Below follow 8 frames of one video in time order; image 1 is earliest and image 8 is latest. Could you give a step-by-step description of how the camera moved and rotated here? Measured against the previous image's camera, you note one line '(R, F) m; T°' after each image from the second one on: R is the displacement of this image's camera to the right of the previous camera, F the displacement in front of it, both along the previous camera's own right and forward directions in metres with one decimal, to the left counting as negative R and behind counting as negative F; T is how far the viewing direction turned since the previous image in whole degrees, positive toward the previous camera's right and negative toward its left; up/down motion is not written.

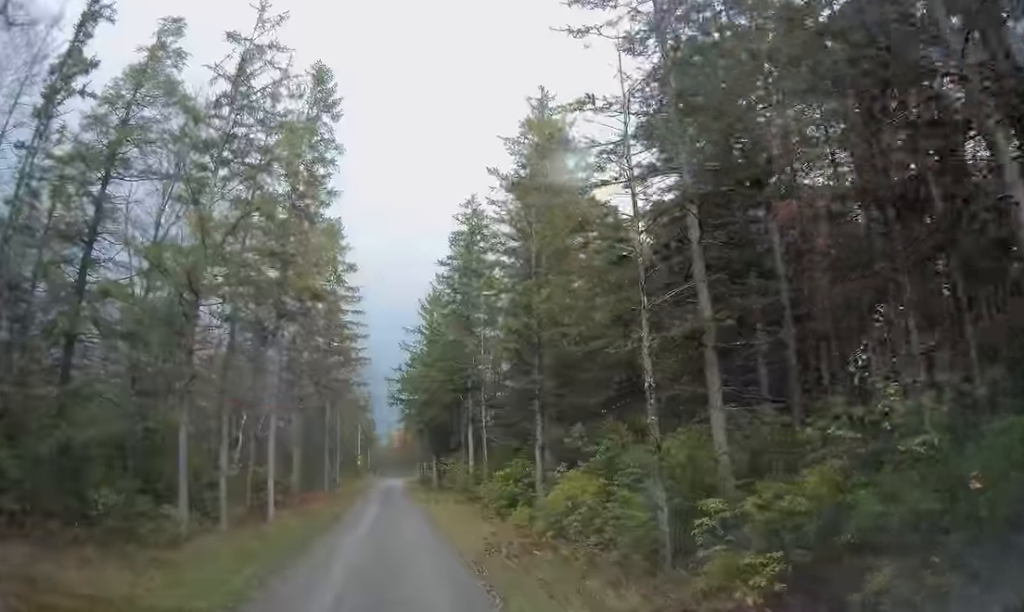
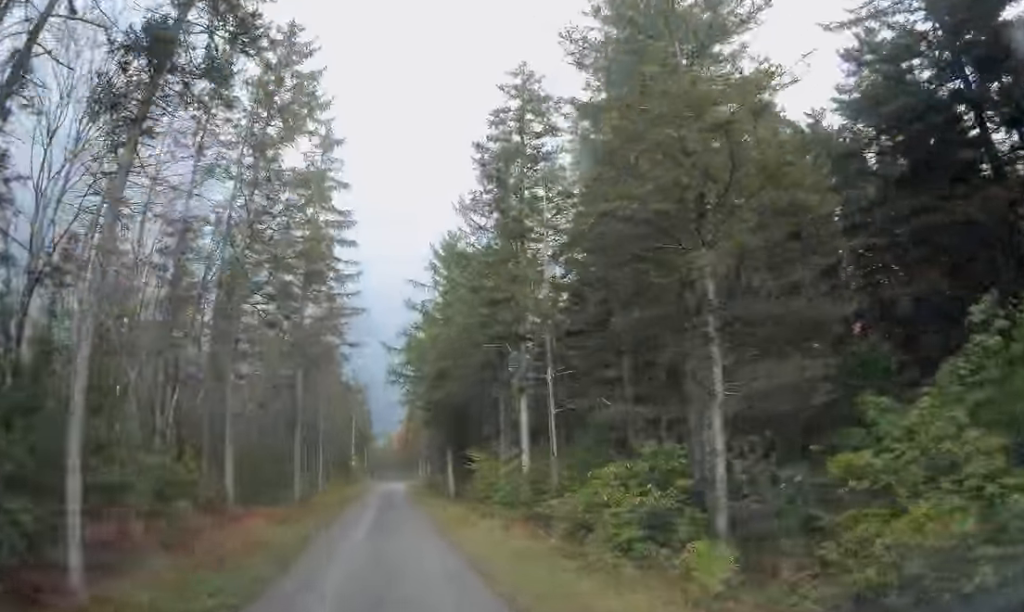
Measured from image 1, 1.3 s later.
(0.0, +13.1) m; -1°
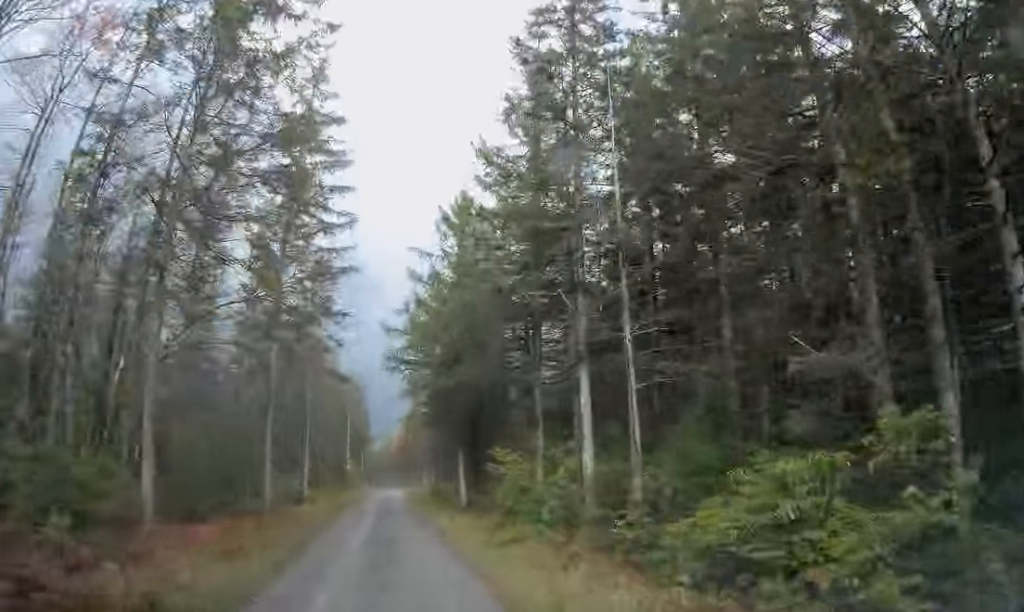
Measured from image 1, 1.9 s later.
(+0.1, +6.4) m; -1°
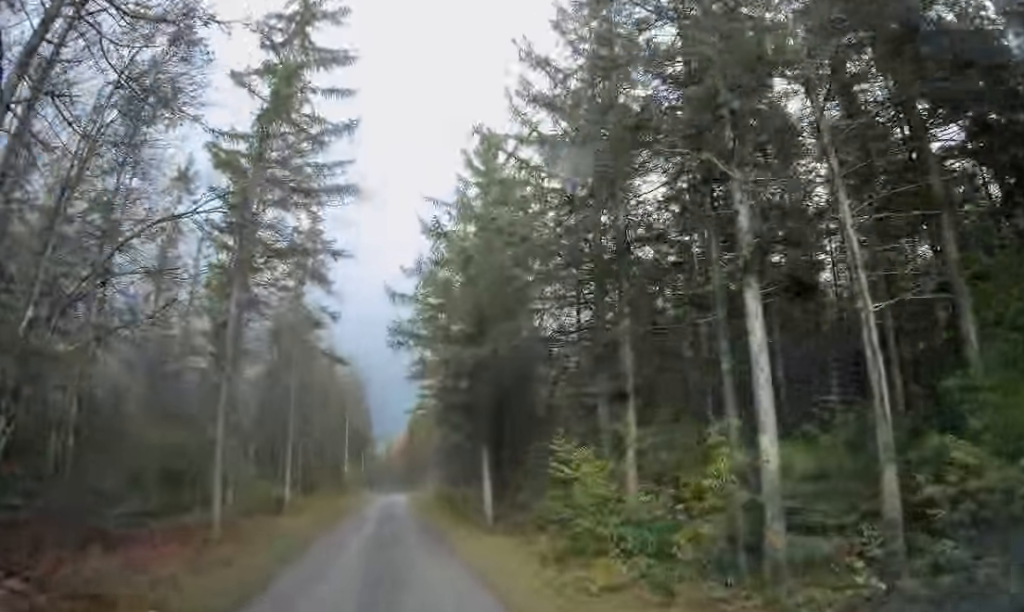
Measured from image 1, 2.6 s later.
(-0.2, +6.7) m; 0°
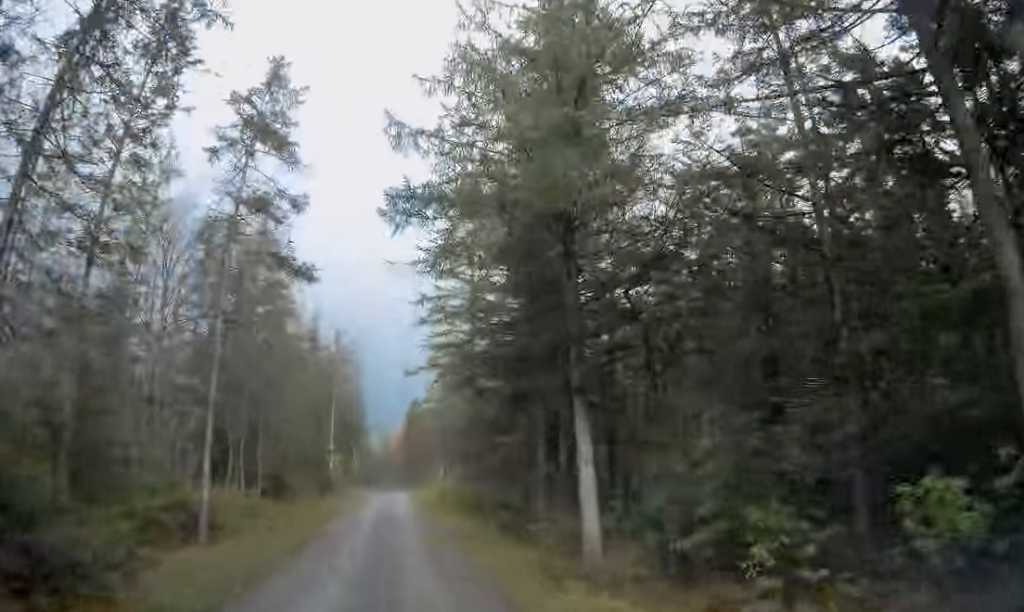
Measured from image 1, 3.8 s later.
(+0.1, +11.8) m; 0°
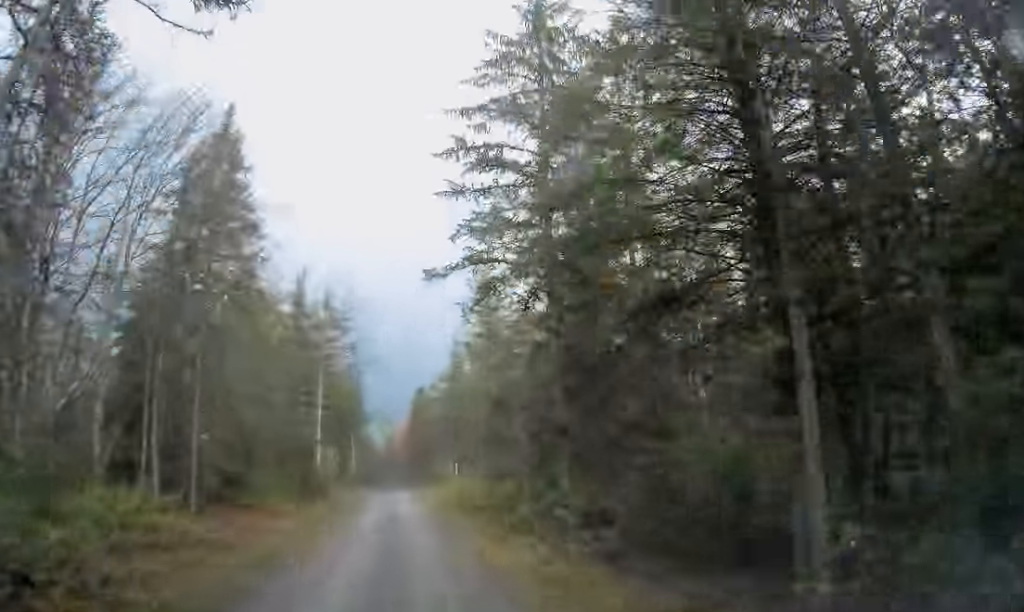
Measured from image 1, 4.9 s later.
(-0.3, +10.6) m; -1°
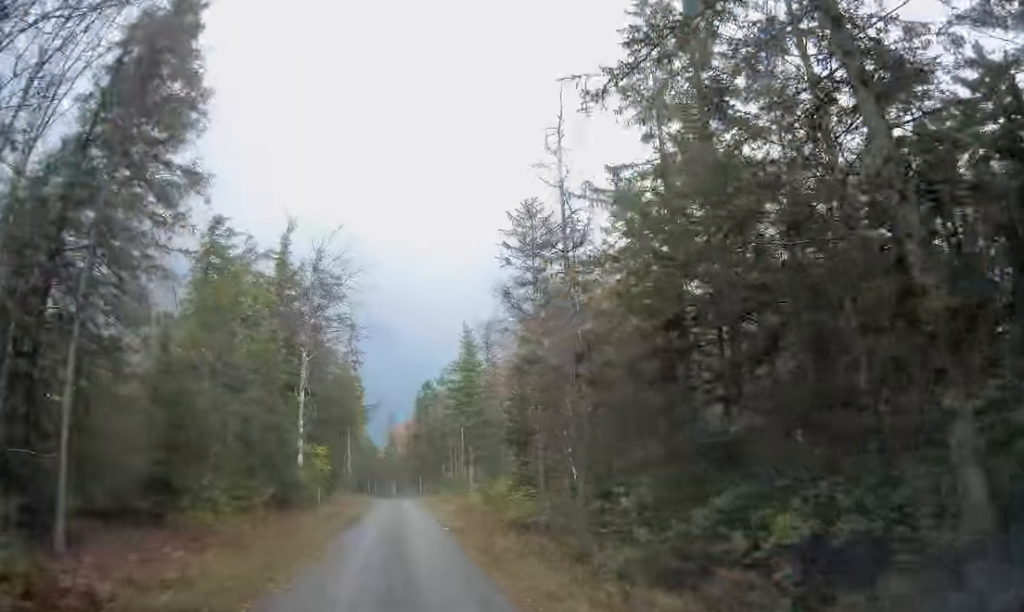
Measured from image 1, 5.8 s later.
(+0.2, +8.4) m; +1°
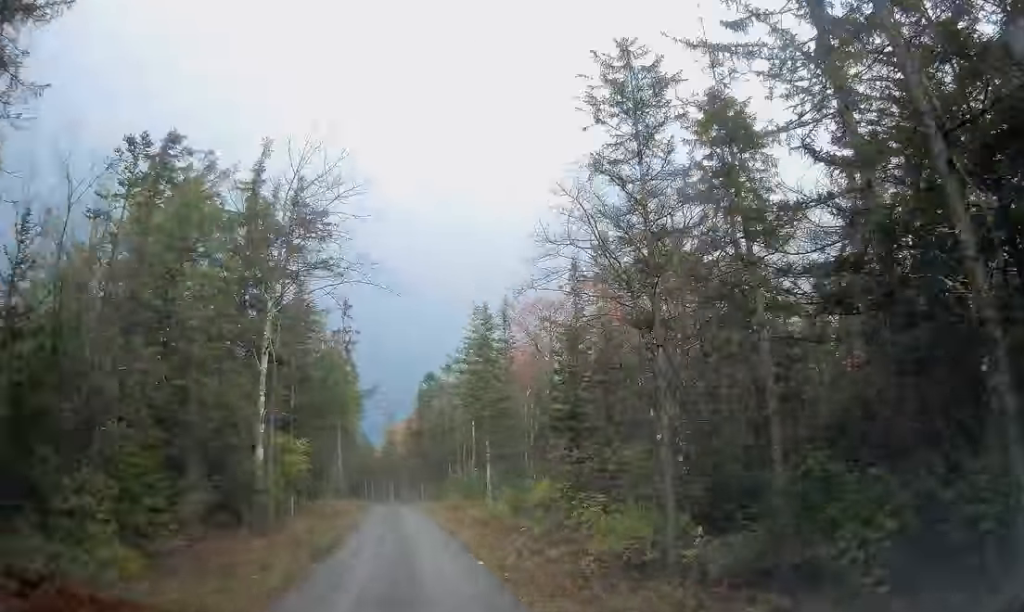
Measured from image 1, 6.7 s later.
(0.0, +8.7) m; +1°
